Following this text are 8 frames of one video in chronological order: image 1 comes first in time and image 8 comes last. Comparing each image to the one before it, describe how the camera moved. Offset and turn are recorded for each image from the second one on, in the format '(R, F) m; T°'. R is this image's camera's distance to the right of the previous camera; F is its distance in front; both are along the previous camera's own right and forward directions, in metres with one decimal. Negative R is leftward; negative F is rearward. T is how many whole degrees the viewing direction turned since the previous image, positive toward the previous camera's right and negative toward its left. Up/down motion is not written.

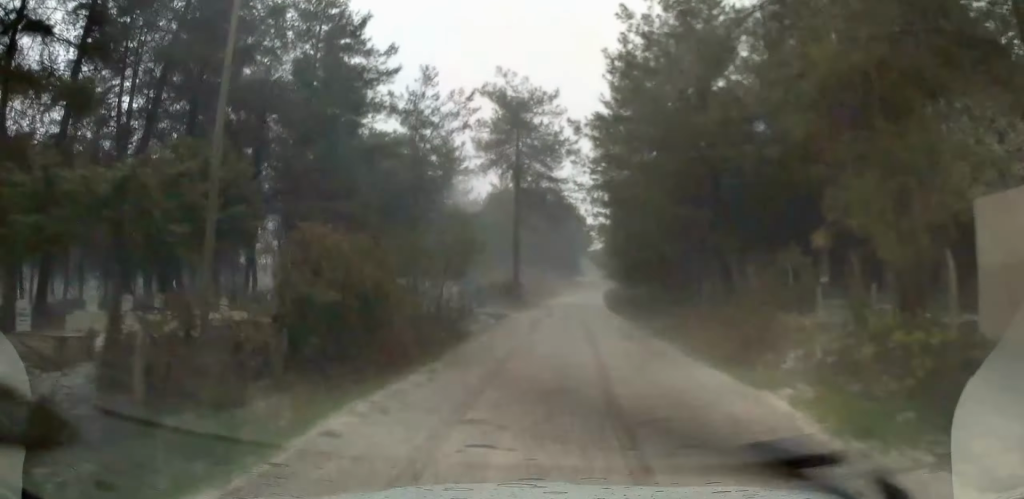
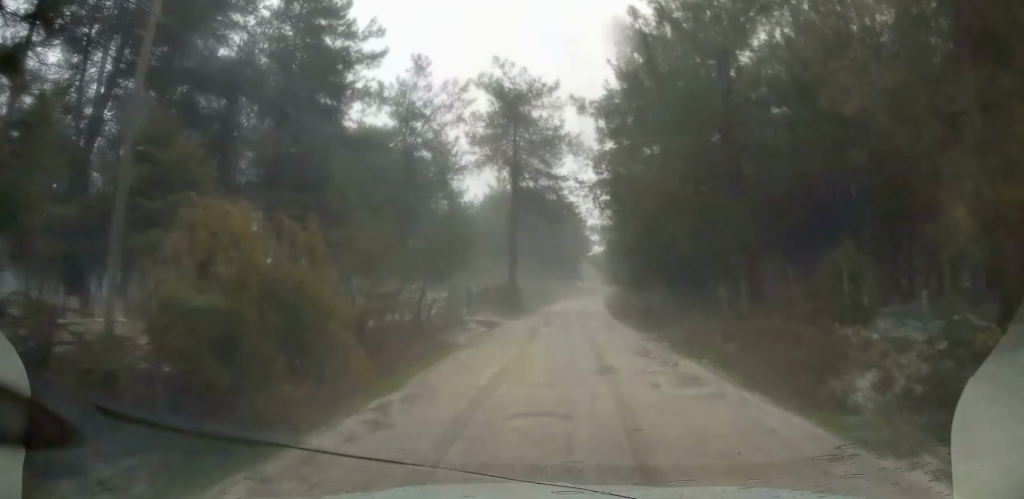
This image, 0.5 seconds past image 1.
(0.0, +3.0) m; 0°
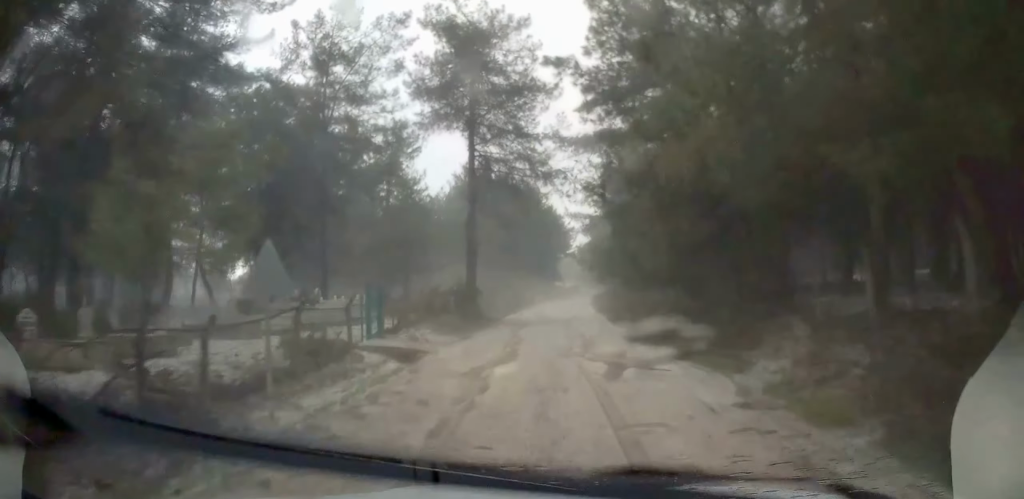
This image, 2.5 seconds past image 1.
(+0.3, +11.3) m; +4°
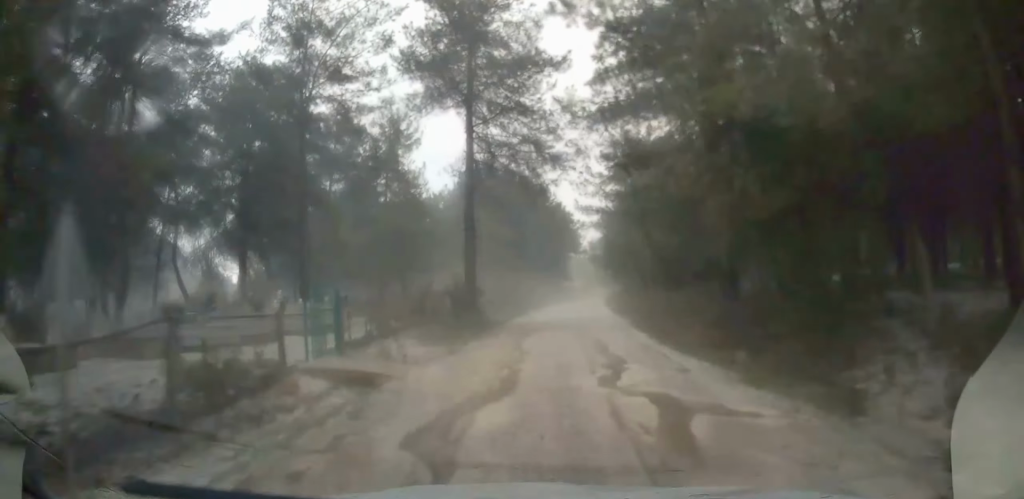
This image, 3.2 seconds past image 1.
(0.0, +4.1) m; 0°
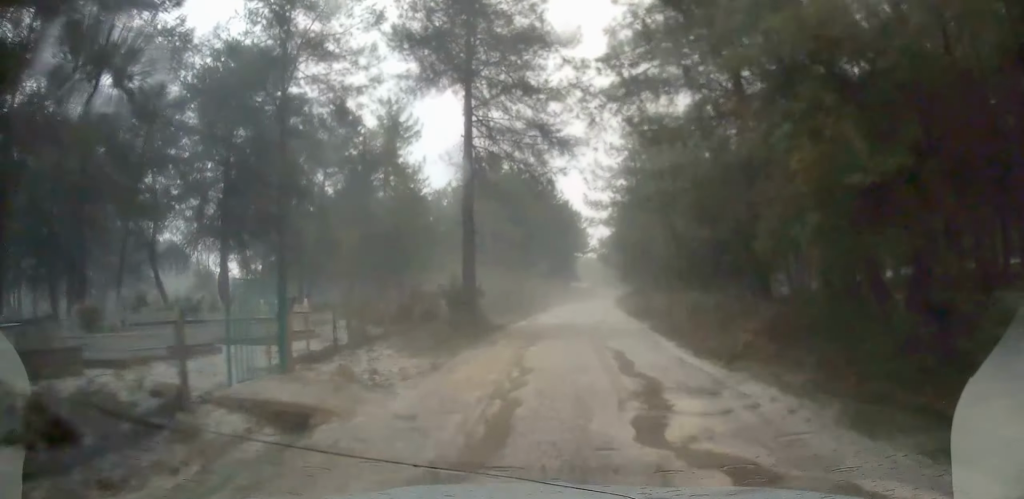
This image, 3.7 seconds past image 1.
(0.0, +3.1) m; 0°
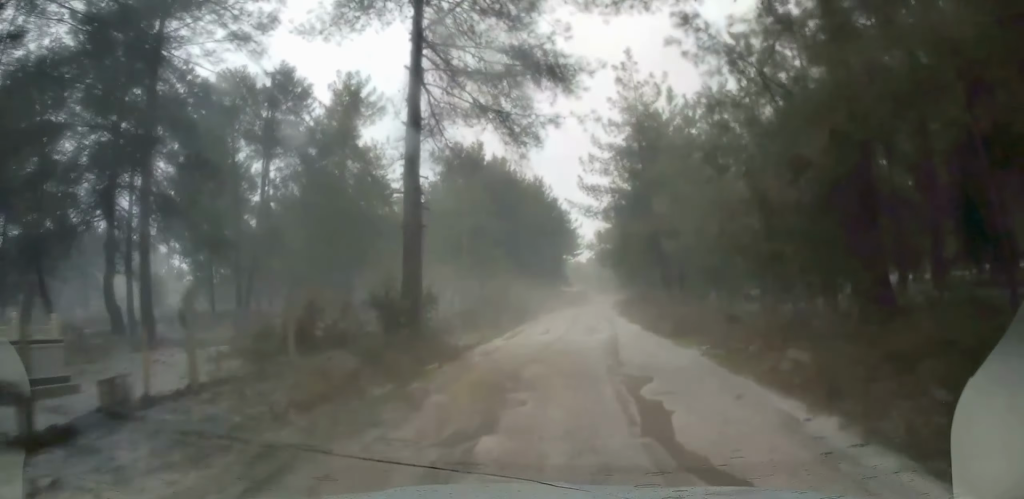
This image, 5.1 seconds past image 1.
(+0.1, +8.9) m; +1°
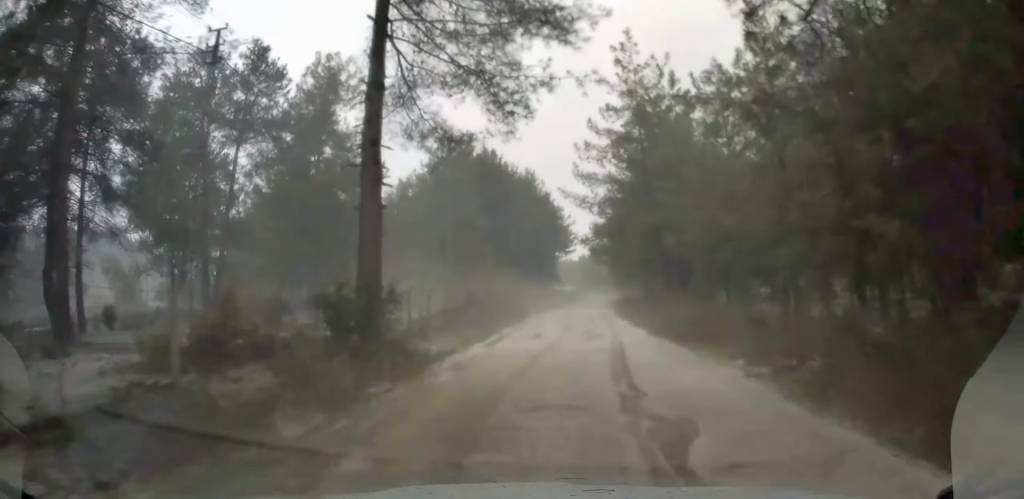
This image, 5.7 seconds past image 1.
(+0.1, +3.3) m; 0°
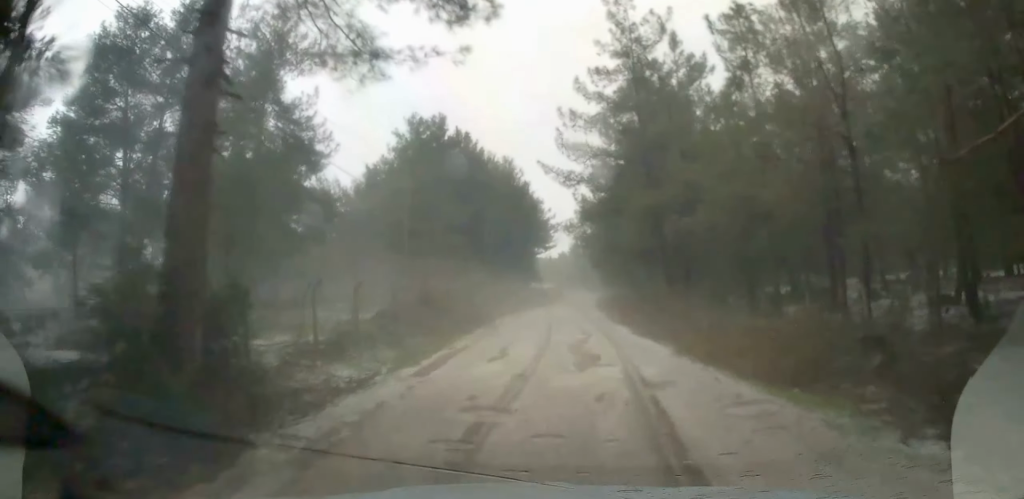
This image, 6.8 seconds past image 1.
(-0.2, +6.0) m; -3°
